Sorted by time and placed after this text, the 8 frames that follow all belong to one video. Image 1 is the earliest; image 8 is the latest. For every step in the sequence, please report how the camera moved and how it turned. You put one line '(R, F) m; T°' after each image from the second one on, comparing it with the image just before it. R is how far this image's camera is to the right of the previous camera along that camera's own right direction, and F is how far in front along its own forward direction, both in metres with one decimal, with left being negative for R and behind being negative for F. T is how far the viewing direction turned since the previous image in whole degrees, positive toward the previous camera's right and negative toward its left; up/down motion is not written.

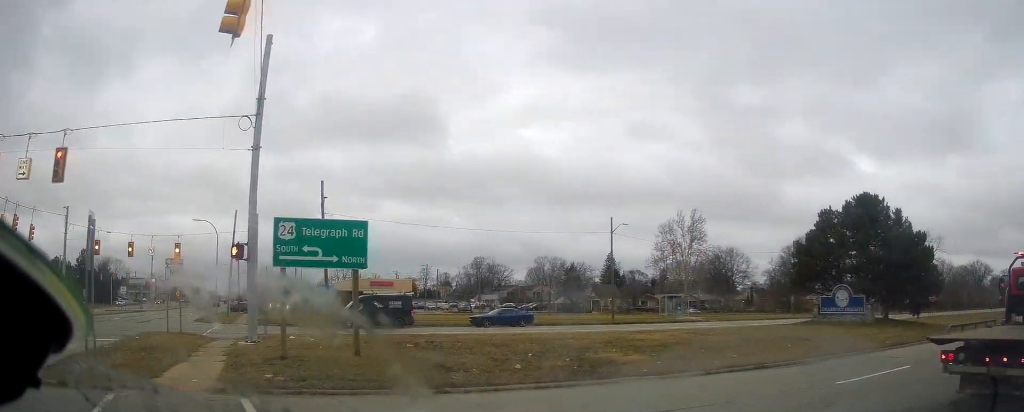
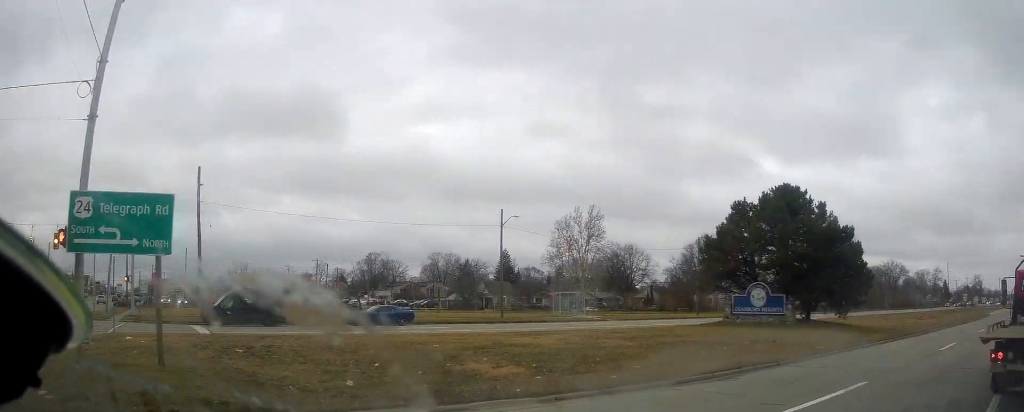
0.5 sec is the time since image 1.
(+0.3, +3.5) m; +11°
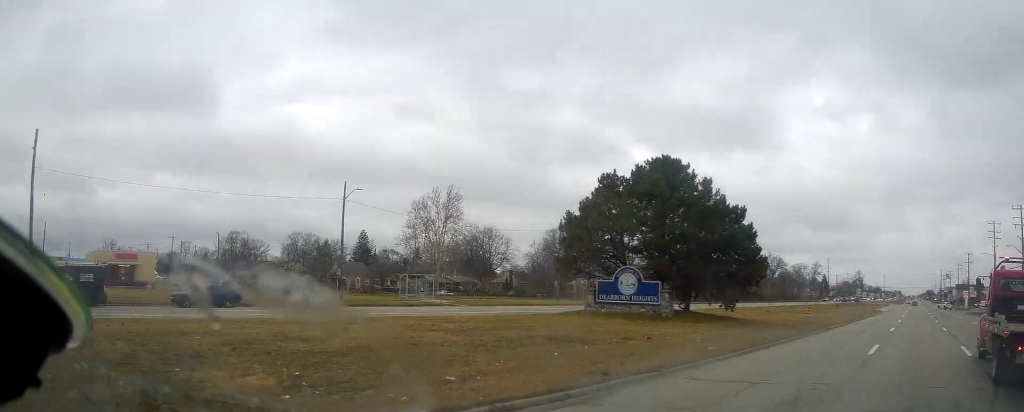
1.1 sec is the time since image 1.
(+1.2, +4.7) m; +17°
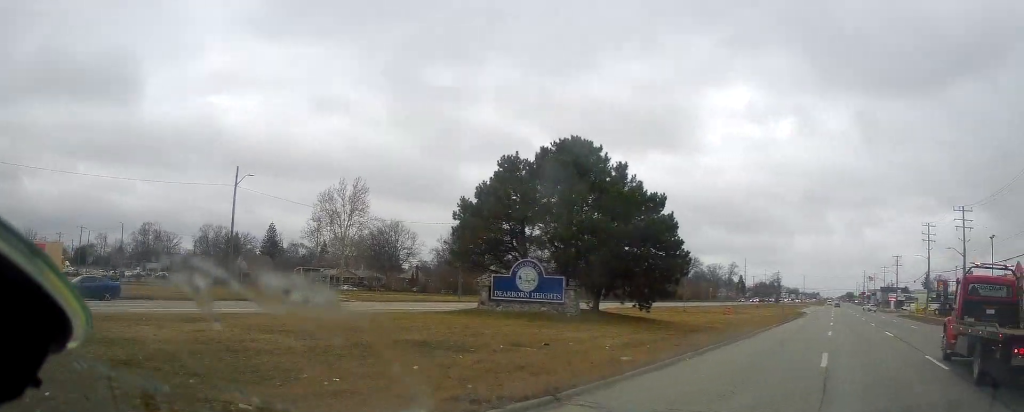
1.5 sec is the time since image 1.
(+0.3, +3.3) m; +9°
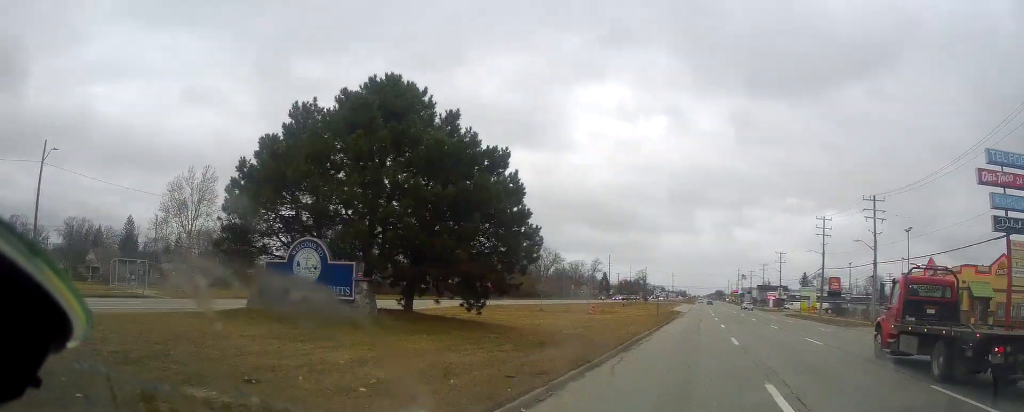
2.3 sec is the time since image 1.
(+0.4, +7.0) m; +13°
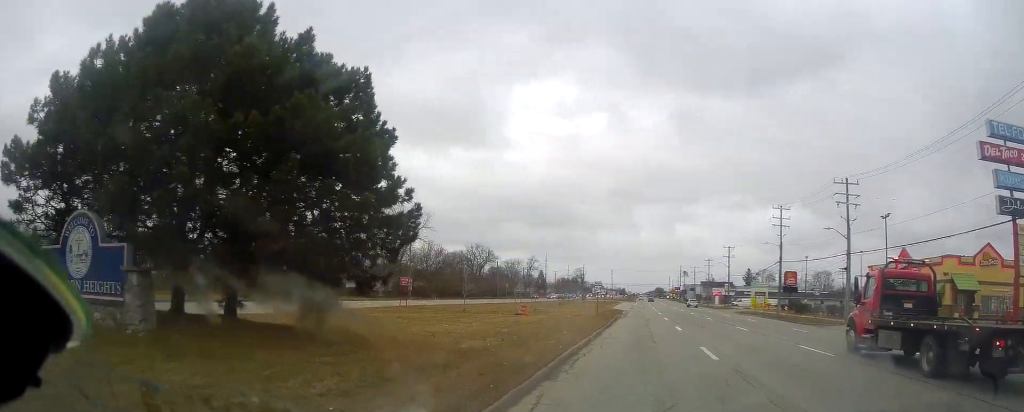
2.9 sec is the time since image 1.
(+1.0, +6.7) m; +7°
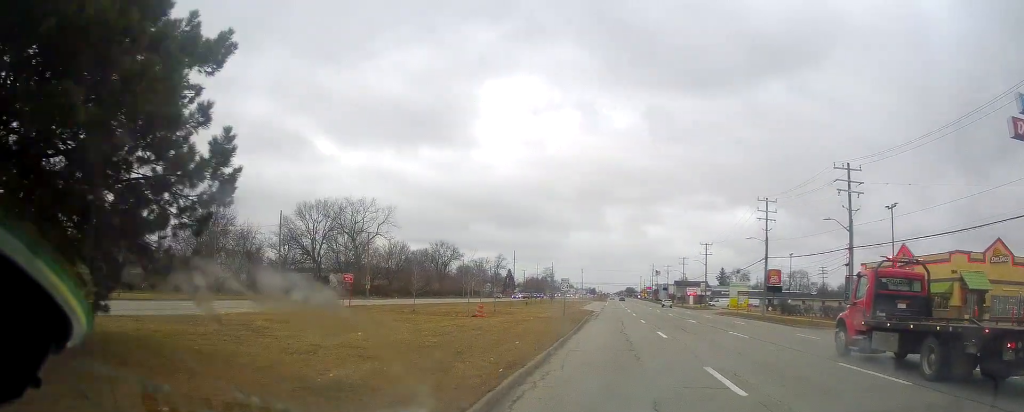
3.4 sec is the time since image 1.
(+0.3, +5.6) m; +4°
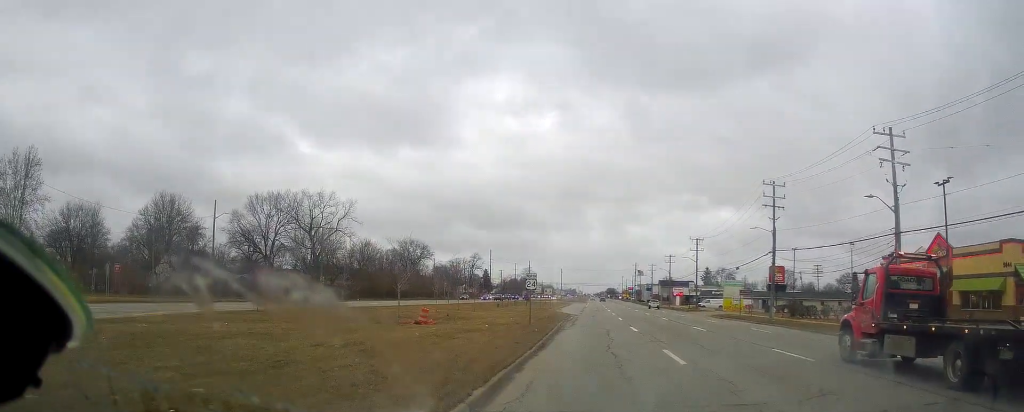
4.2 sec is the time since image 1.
(+0.2, +9.6) m; +3°
